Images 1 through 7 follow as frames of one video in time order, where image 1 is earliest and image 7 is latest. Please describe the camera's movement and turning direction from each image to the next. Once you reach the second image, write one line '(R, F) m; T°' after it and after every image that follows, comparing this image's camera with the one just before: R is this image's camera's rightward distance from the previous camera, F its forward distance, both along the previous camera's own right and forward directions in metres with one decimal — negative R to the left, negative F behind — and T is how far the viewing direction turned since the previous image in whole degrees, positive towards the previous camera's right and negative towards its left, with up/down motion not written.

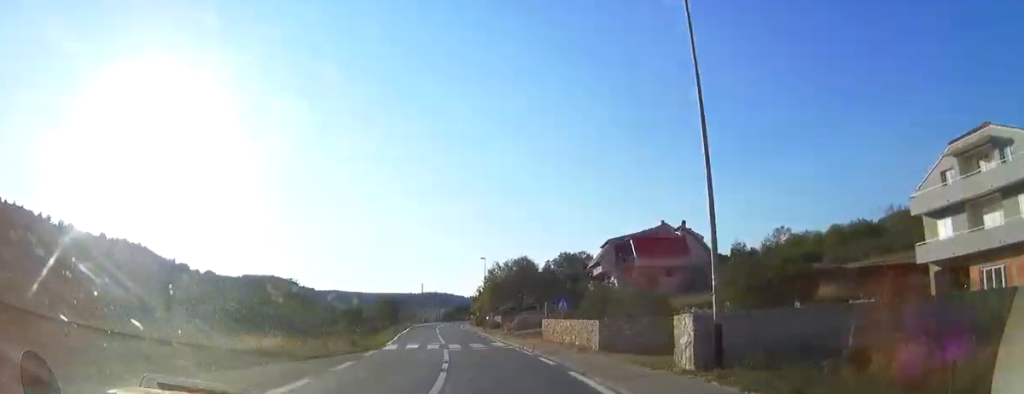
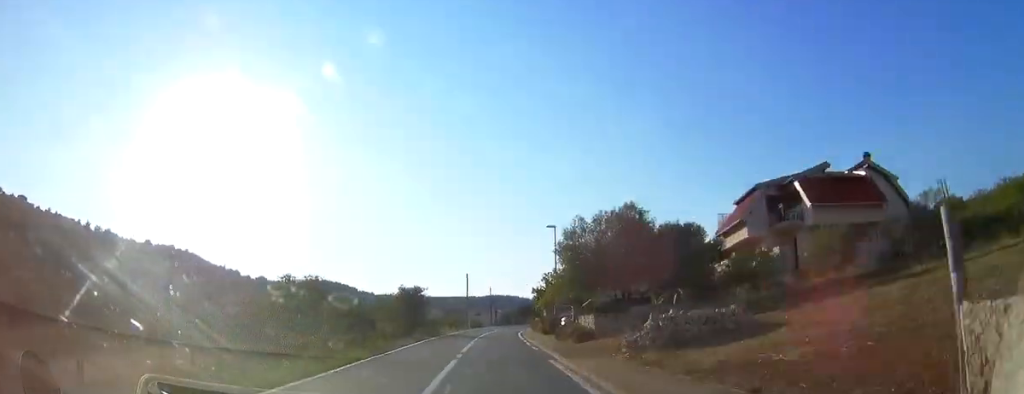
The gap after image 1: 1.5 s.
(0.0, +23.5) m; -4°
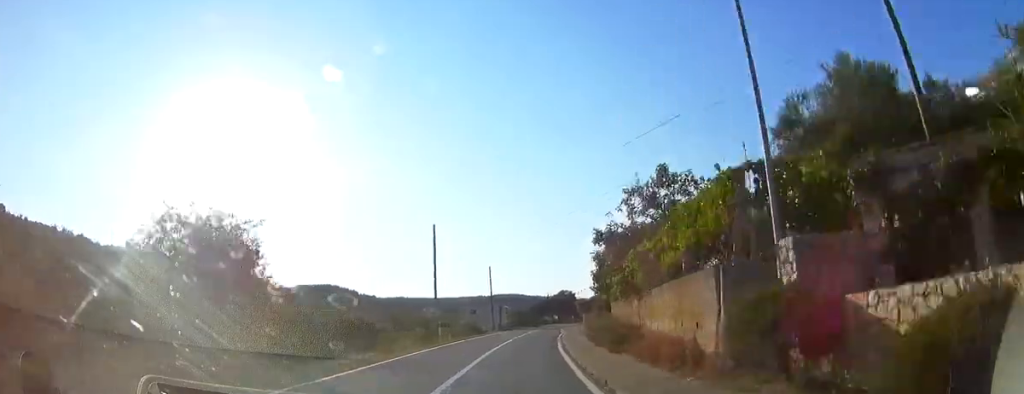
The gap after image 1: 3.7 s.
(-2.3, +33.7) m; -2°
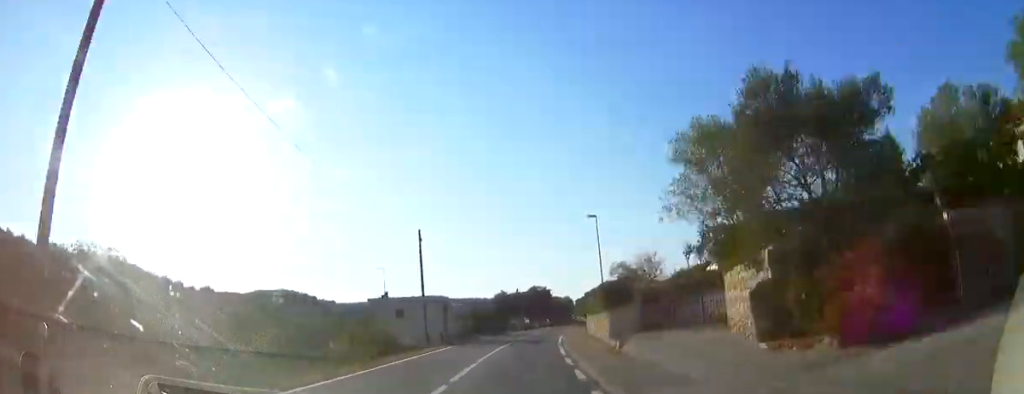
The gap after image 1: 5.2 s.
(+1.0, +24.8) m; +3°
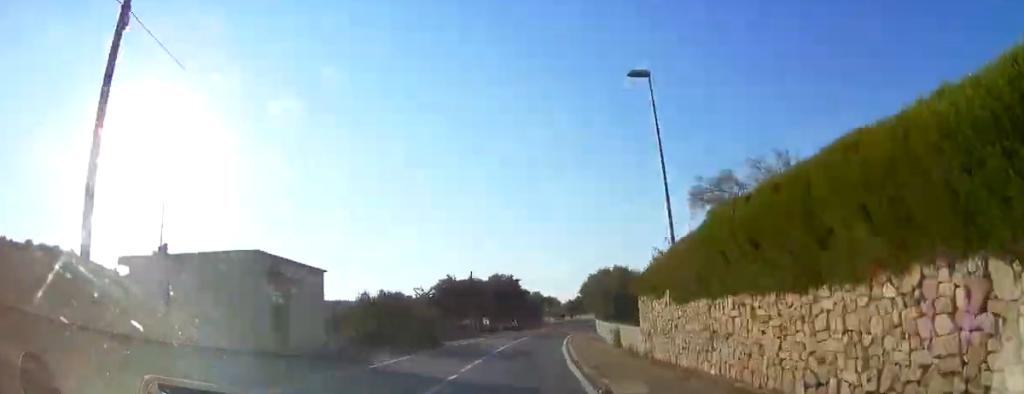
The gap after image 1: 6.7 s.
(+0.6, +24.0) m; +3°
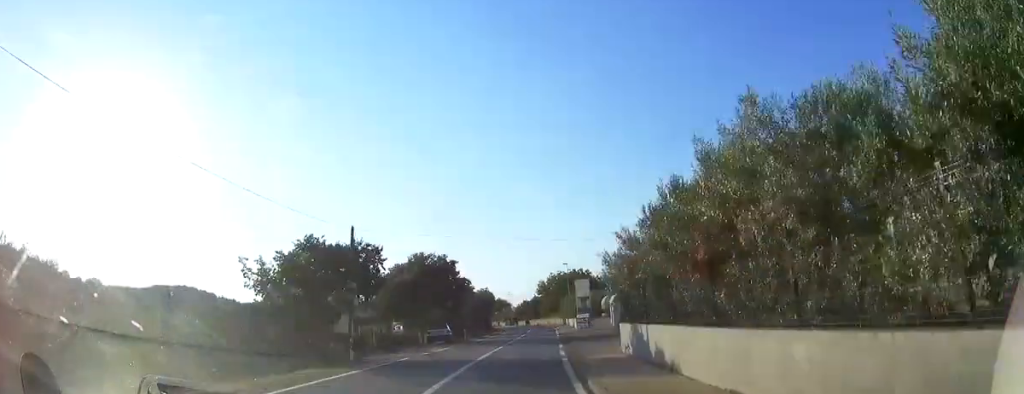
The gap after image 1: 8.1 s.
(+0.4, +23.1) m; +4°
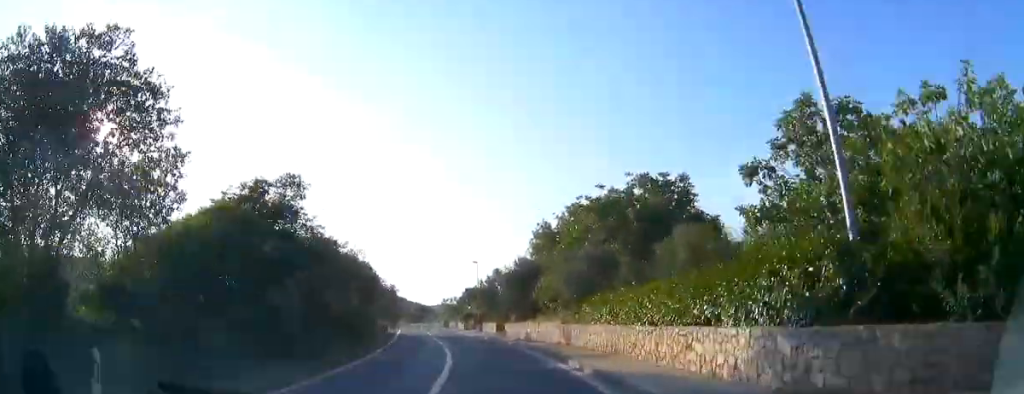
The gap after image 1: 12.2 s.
(+5.1, +68.8) m; +2°
